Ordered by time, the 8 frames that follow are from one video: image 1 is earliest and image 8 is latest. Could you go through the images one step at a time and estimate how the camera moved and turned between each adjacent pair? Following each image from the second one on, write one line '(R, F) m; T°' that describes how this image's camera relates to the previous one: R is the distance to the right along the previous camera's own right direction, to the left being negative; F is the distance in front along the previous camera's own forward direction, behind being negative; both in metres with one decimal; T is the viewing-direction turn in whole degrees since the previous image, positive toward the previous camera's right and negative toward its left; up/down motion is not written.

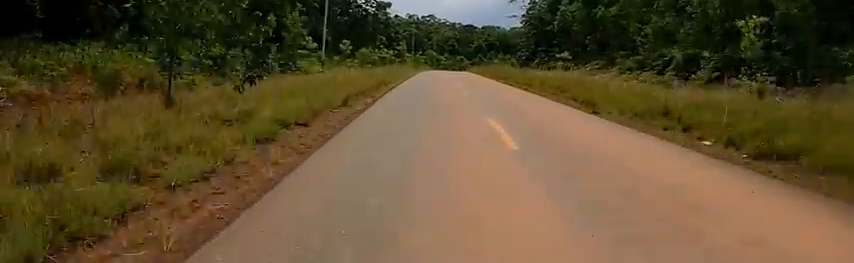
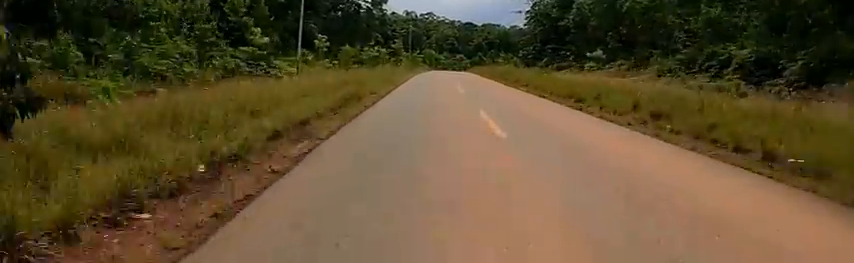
(-0.1, +6.6) m; -1°
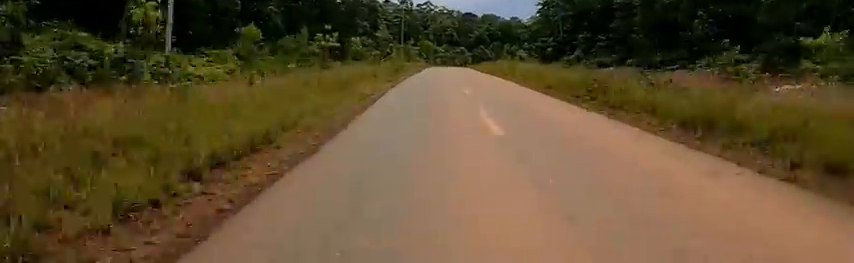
(+0.3, +15.8) m; +3°
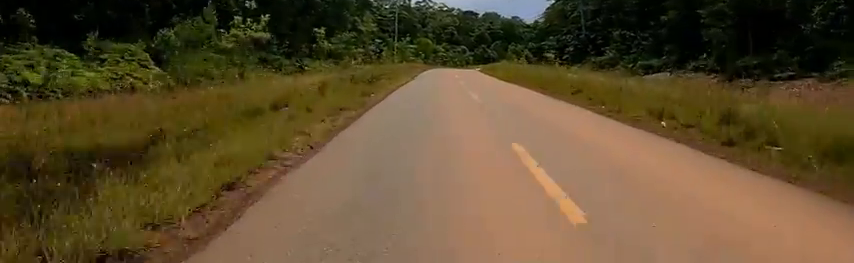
(+0.4, +10.6) m; +2°
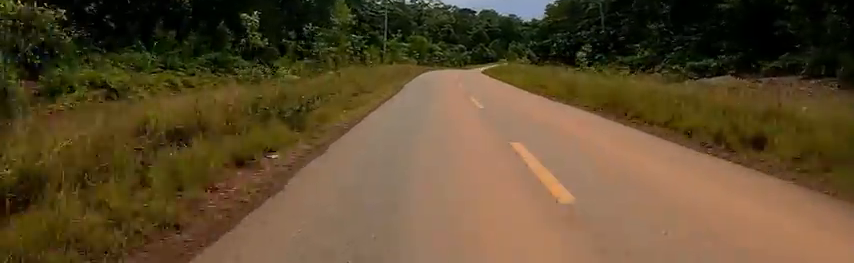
(0.0, +8.4) m; 0°
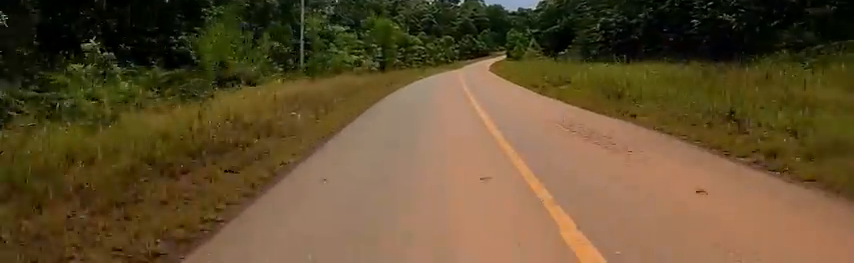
(0.0, +26.8) m; 0°
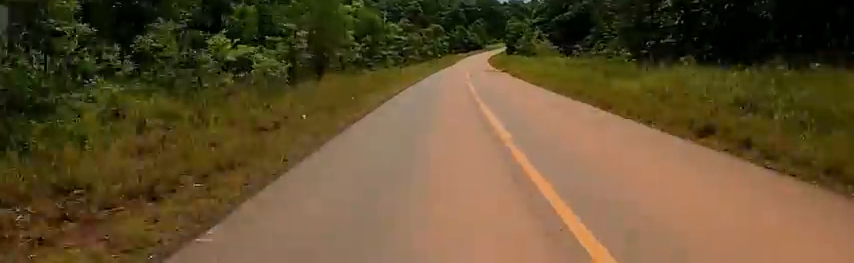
(0.0, +17.0) m; 0°
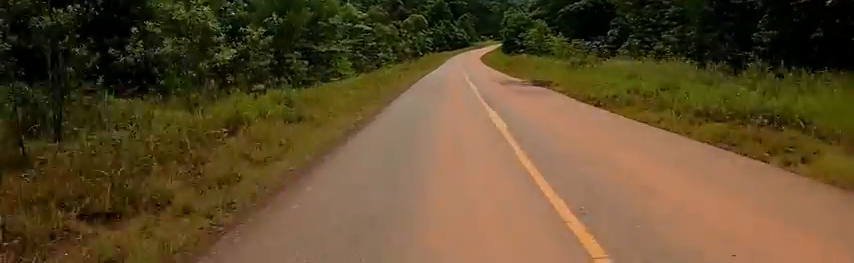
(-0.2, +15.7) m; -2°
